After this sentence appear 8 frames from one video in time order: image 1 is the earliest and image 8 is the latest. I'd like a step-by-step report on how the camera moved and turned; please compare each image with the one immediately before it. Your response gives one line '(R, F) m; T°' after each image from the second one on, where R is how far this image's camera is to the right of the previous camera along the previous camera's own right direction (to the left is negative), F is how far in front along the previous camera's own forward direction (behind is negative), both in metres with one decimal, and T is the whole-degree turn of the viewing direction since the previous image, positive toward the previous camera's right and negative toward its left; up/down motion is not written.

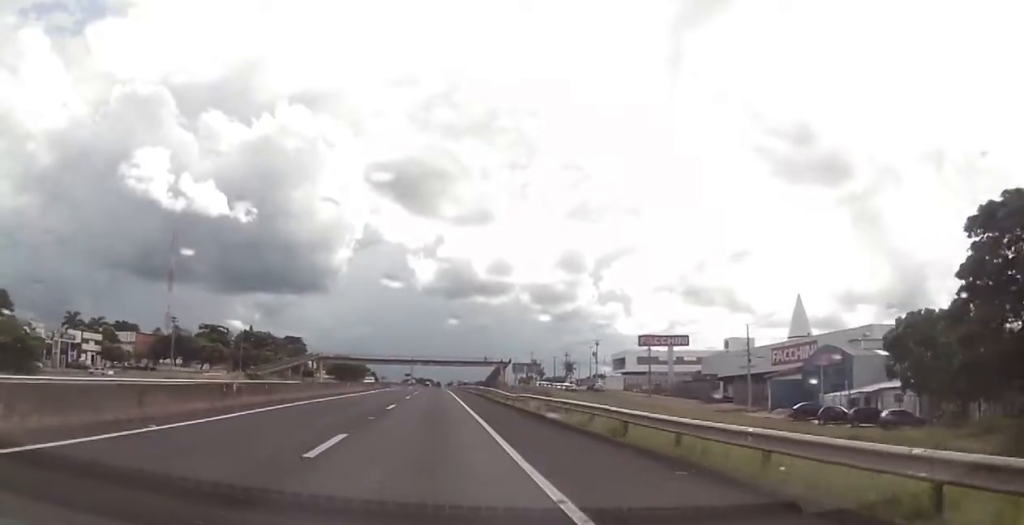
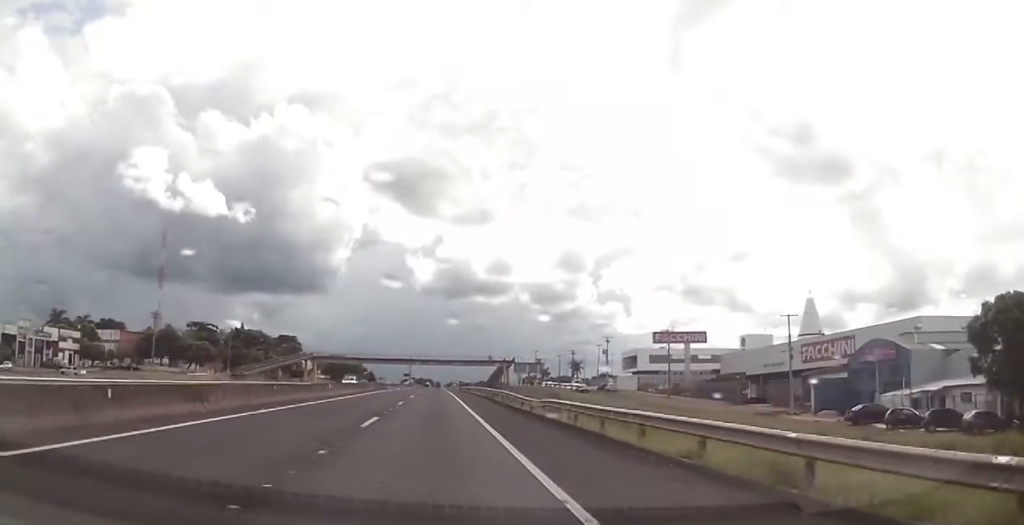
(+0.1, +9.3) m; 0°
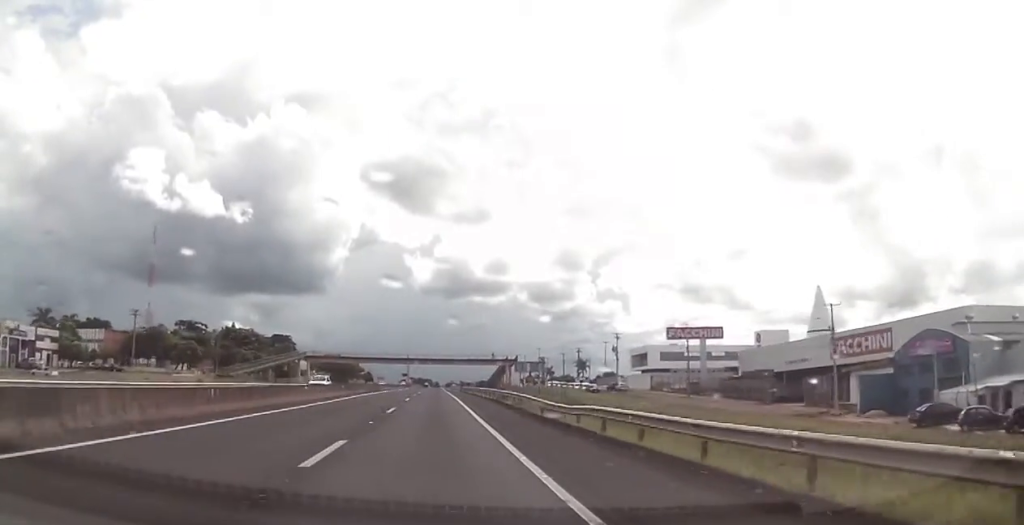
(0.0, +8.1) m; 0°
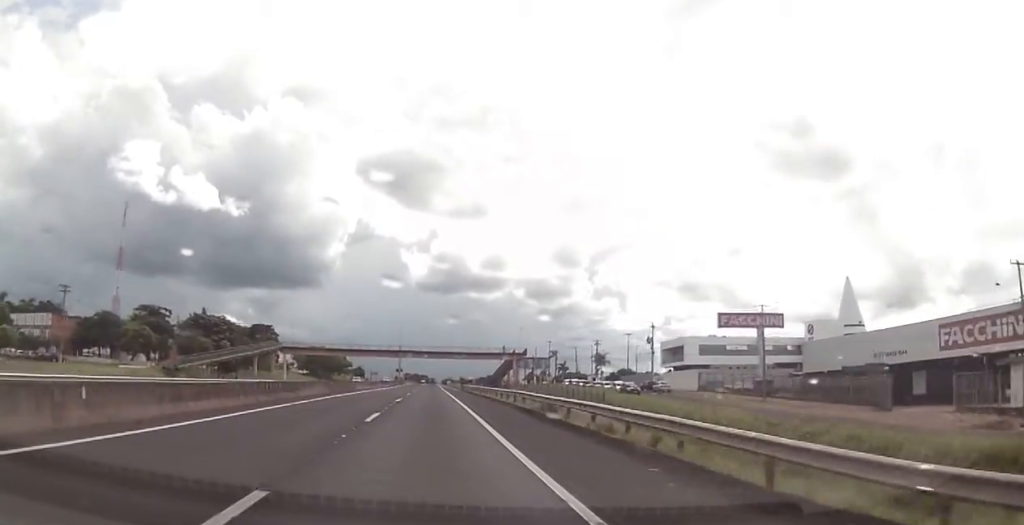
(0.0, +22.9) m; 0°
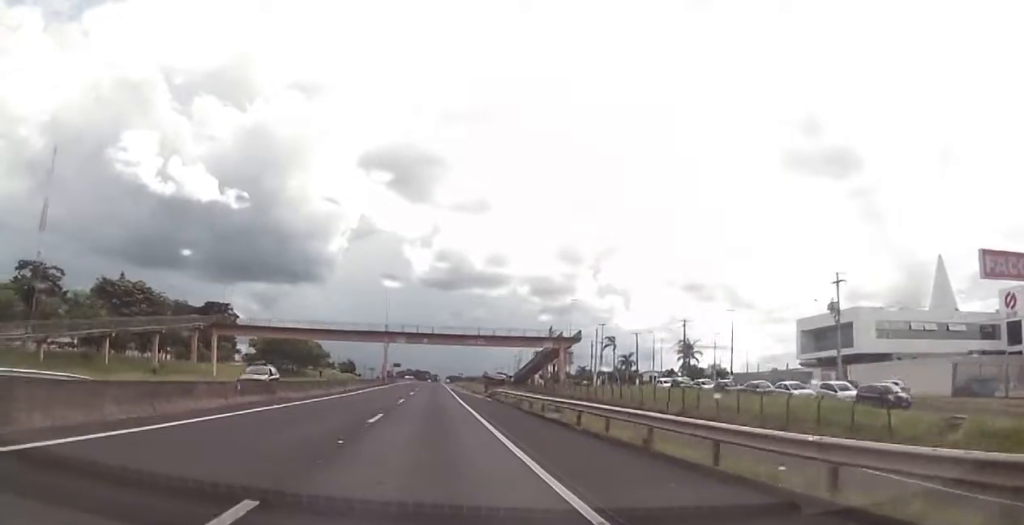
(0.0, +49.7) m; 0°
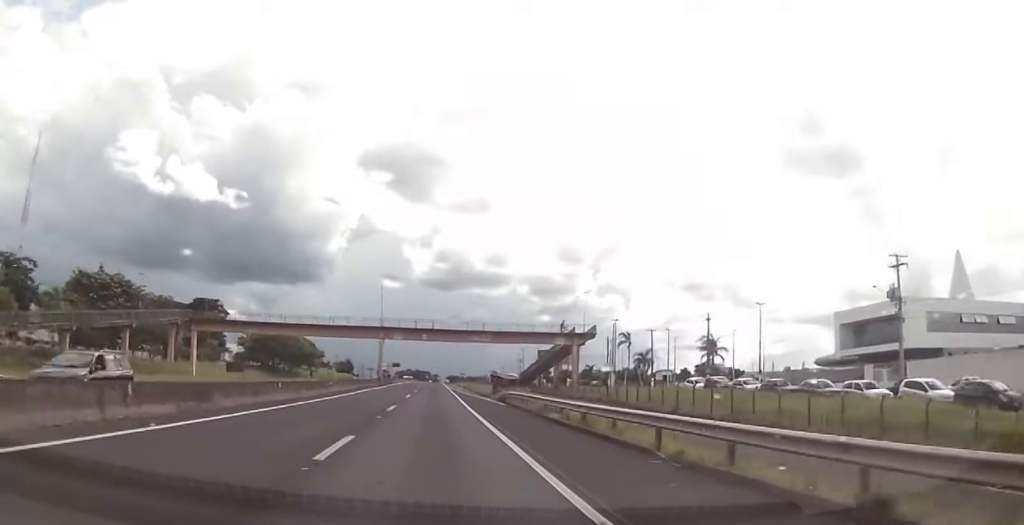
(0.0, +8.6) m; 0°
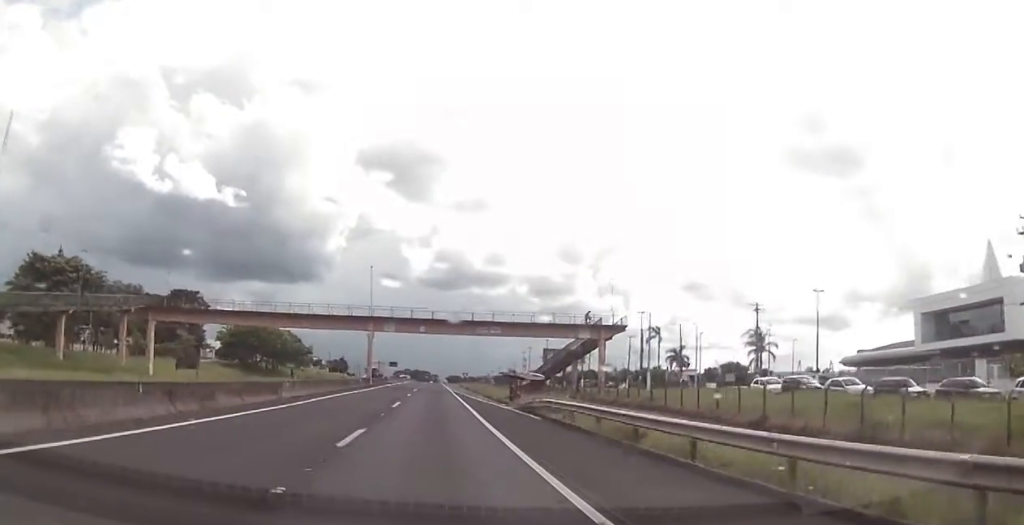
(0.0, +14.0) m; 0°
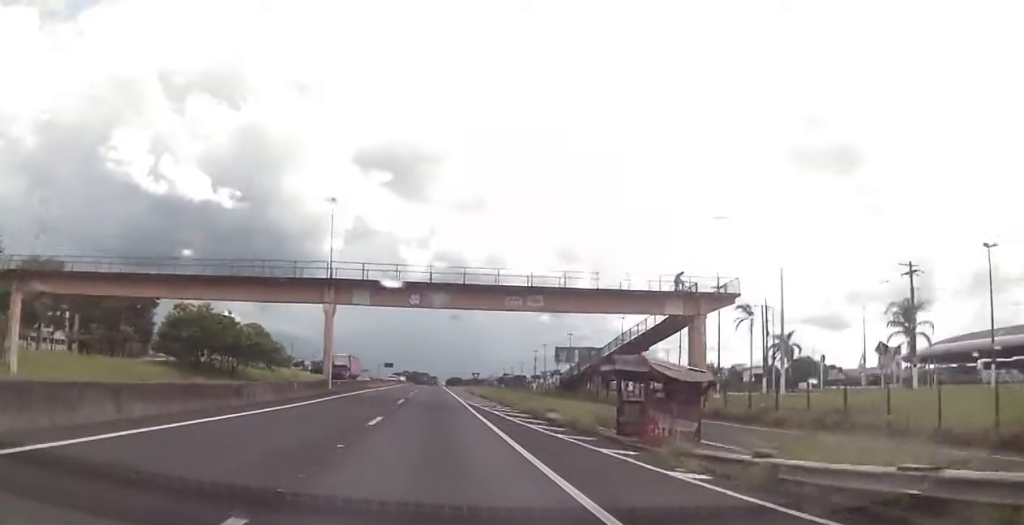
(0.0, +27.0) m; 0°
